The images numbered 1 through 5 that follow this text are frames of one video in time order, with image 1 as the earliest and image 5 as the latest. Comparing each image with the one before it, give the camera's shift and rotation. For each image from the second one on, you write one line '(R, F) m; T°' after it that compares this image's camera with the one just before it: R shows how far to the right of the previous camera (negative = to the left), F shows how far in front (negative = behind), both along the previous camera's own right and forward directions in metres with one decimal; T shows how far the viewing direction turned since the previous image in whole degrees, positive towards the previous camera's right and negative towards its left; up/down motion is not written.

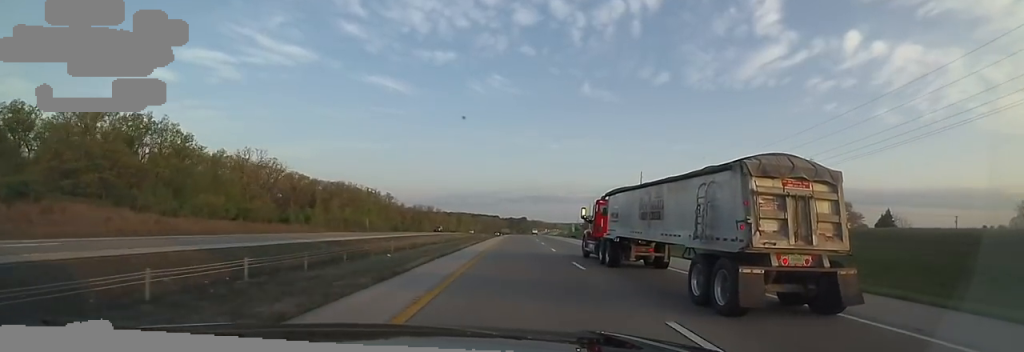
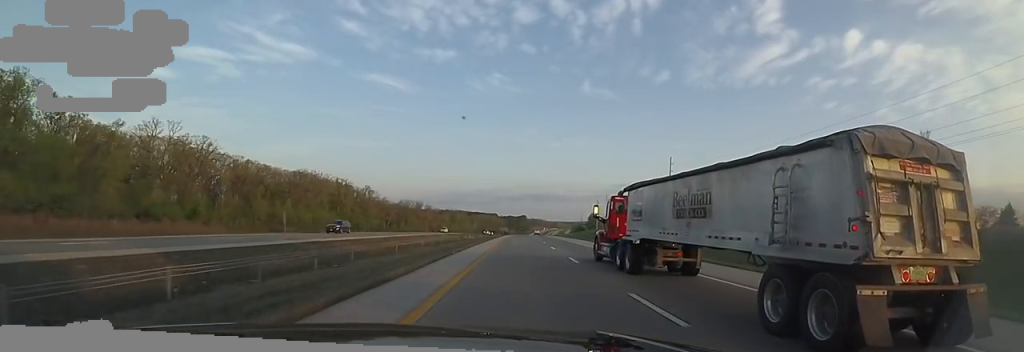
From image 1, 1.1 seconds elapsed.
(+0.9, +33.8) m; +2°
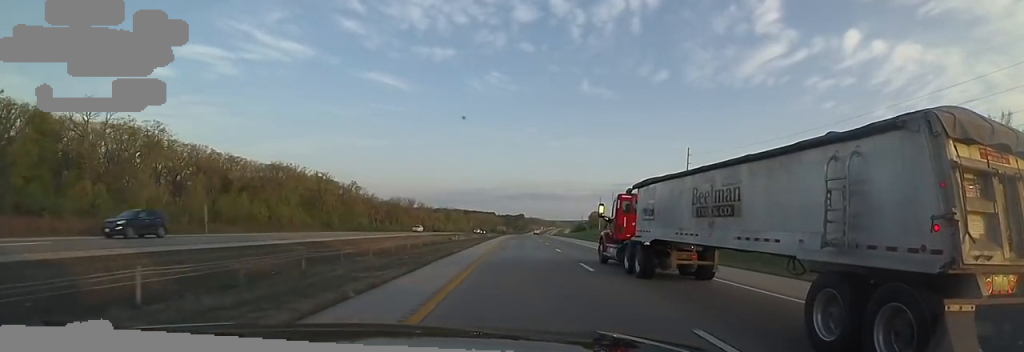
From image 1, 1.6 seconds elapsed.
(0.0, +15.9) m; -1°
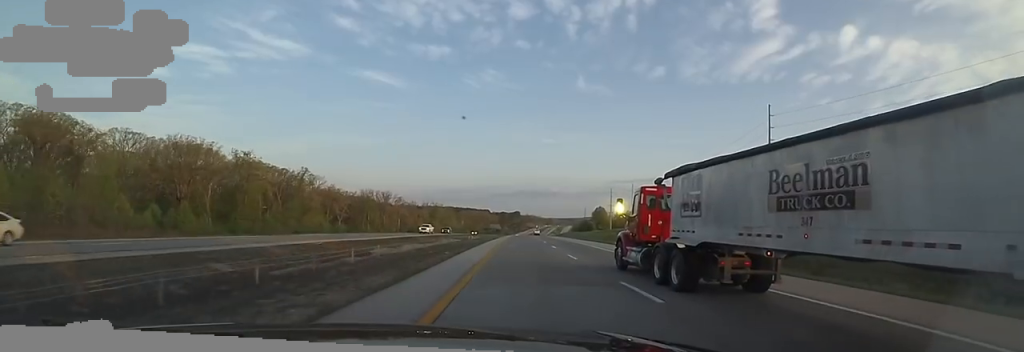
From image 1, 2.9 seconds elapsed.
(-1.2, +43.2) m; -1°
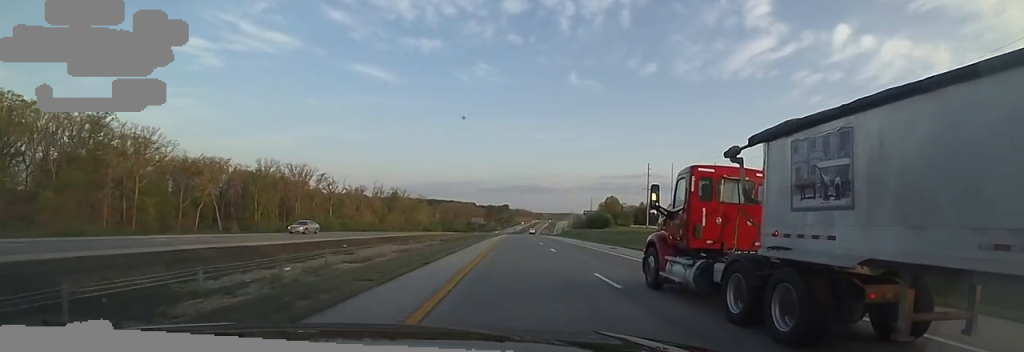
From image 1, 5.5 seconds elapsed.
(+4.1, +80.0) m; +3°
